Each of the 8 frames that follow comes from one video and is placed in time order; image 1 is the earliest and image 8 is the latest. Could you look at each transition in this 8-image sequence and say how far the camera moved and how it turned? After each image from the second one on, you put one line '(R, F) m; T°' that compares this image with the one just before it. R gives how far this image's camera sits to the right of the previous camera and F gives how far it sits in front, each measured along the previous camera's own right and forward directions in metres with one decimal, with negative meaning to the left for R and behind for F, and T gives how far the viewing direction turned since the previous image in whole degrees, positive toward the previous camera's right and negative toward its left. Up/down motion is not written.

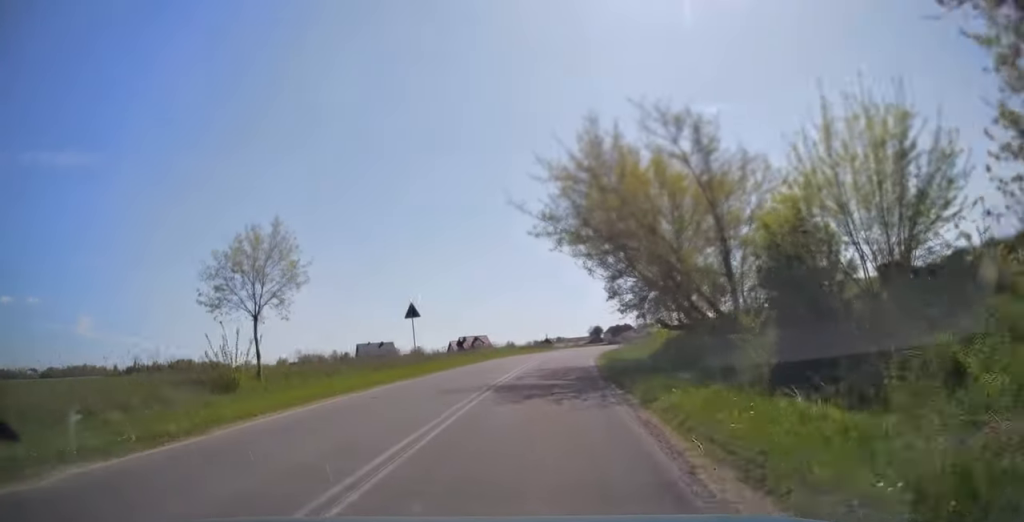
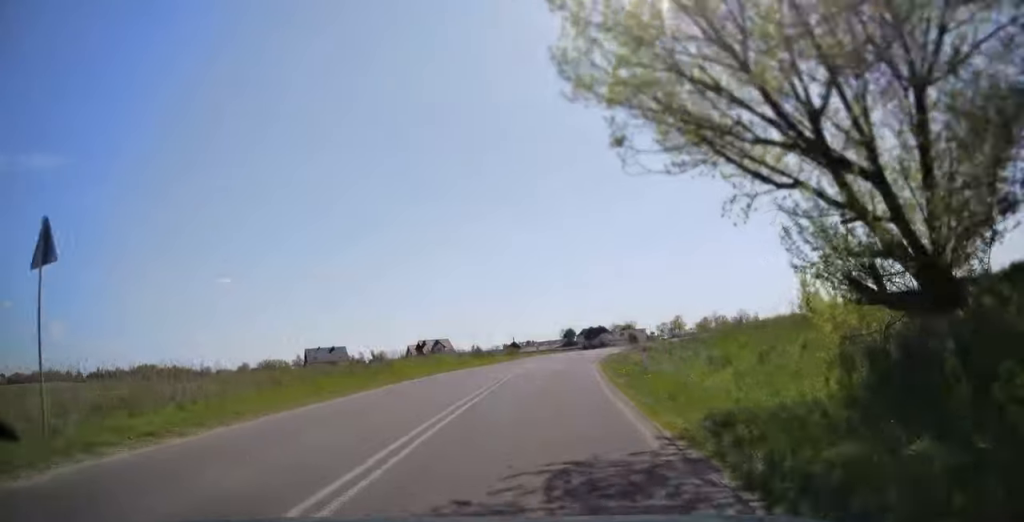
(+0.6, +21.6) m; +3°
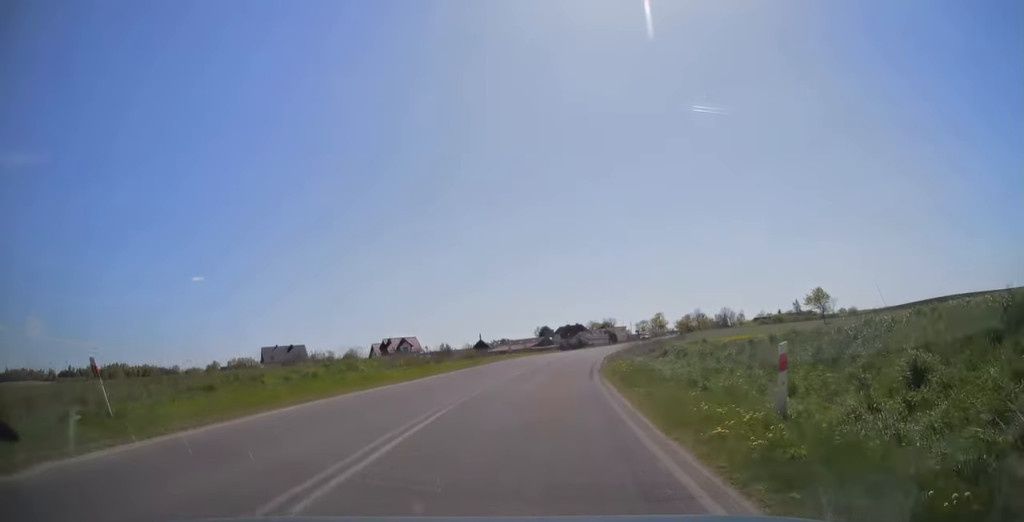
(+0.3, +14.4) m; +2°
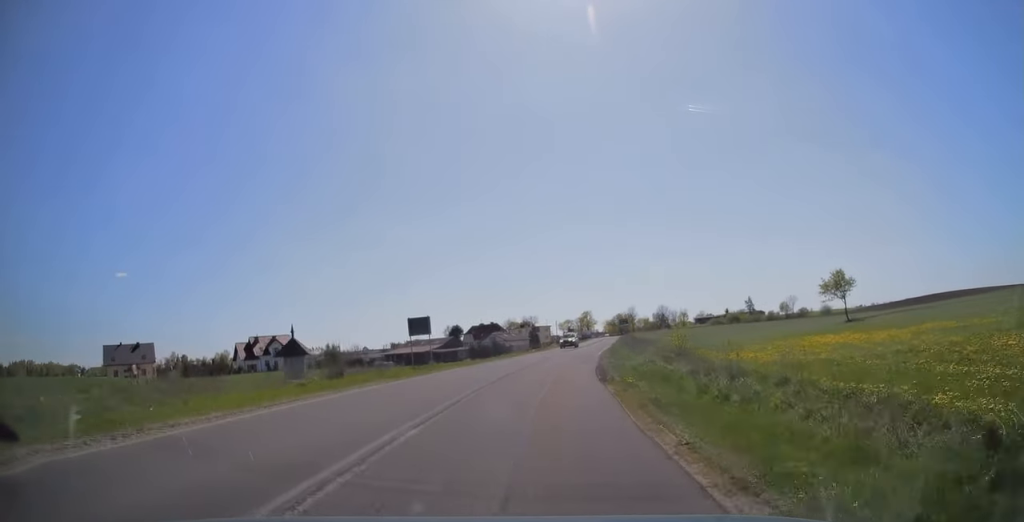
(+2.5, +39.7) m; +7°
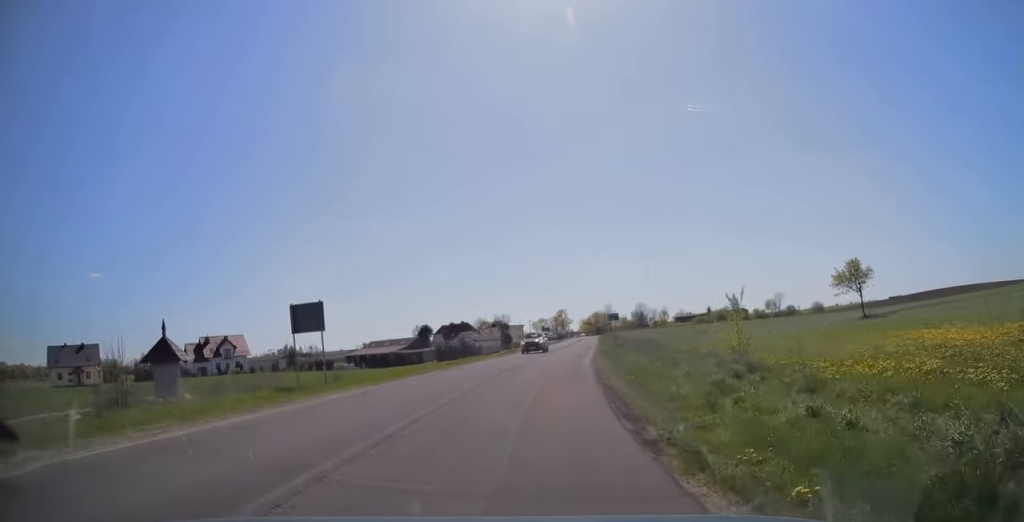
(+0.2, +11.9) m; +2°
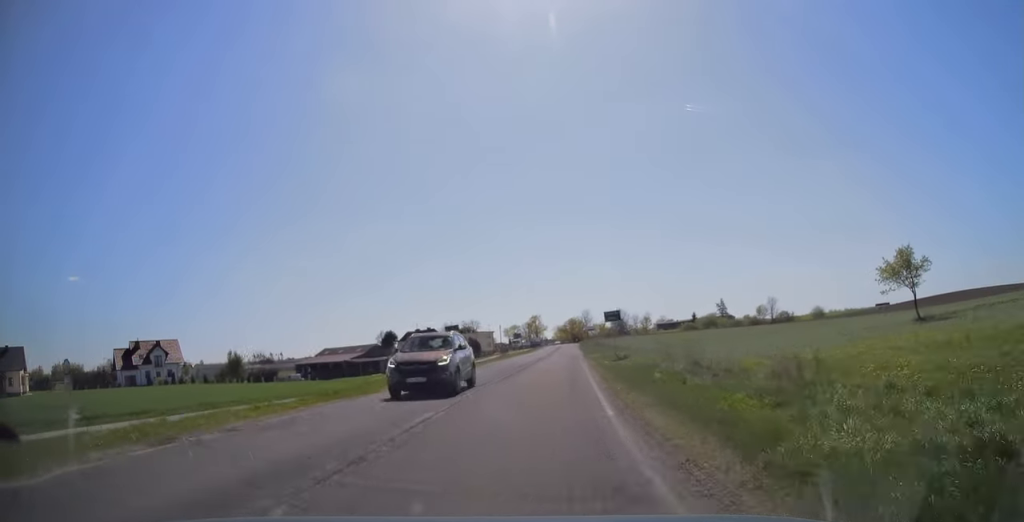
(+0.4, +17.4) m; +3°
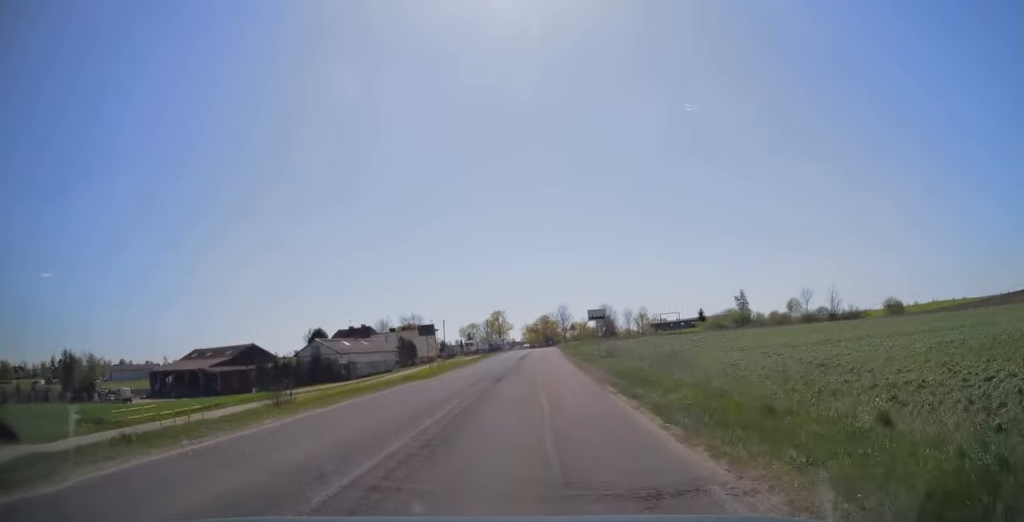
(+1.5, +49.2) m; +2°
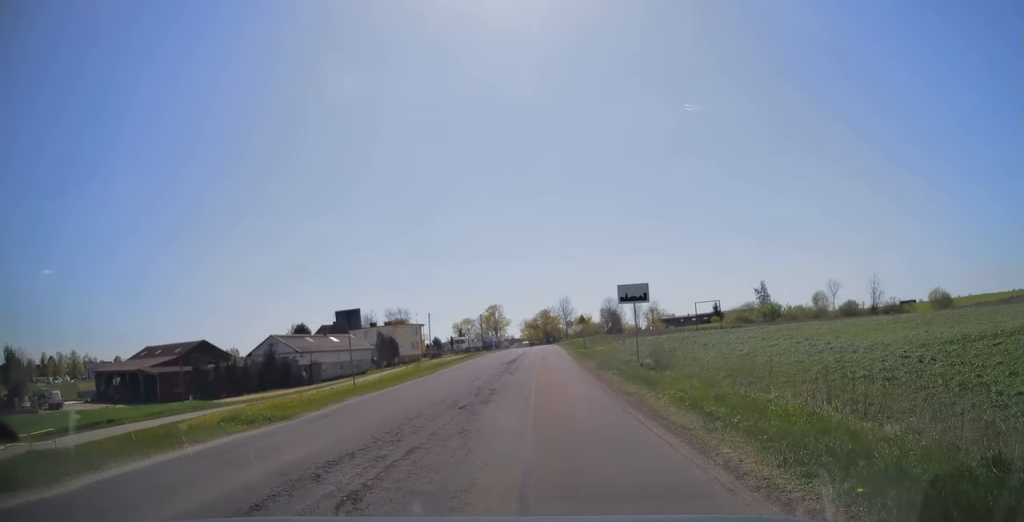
(+0.3, +14.9) m; +1°
